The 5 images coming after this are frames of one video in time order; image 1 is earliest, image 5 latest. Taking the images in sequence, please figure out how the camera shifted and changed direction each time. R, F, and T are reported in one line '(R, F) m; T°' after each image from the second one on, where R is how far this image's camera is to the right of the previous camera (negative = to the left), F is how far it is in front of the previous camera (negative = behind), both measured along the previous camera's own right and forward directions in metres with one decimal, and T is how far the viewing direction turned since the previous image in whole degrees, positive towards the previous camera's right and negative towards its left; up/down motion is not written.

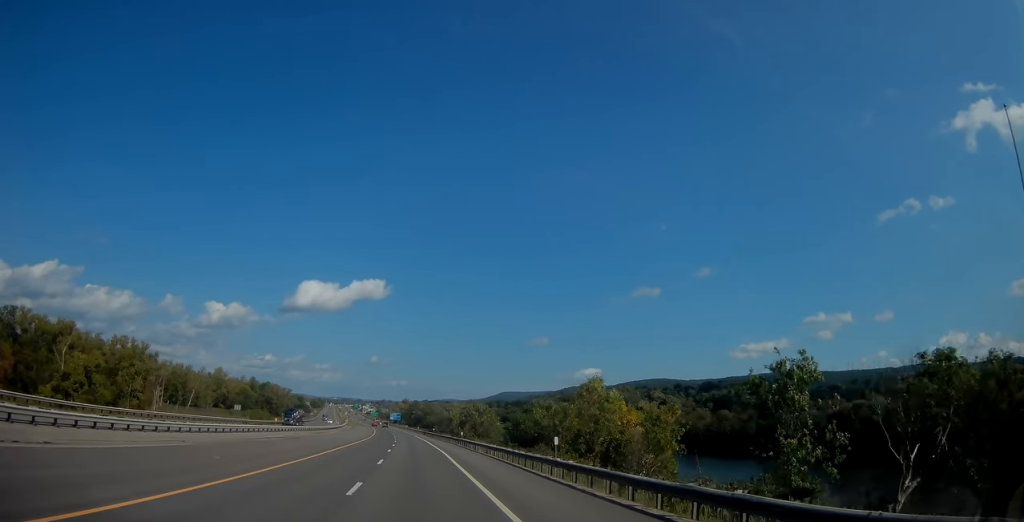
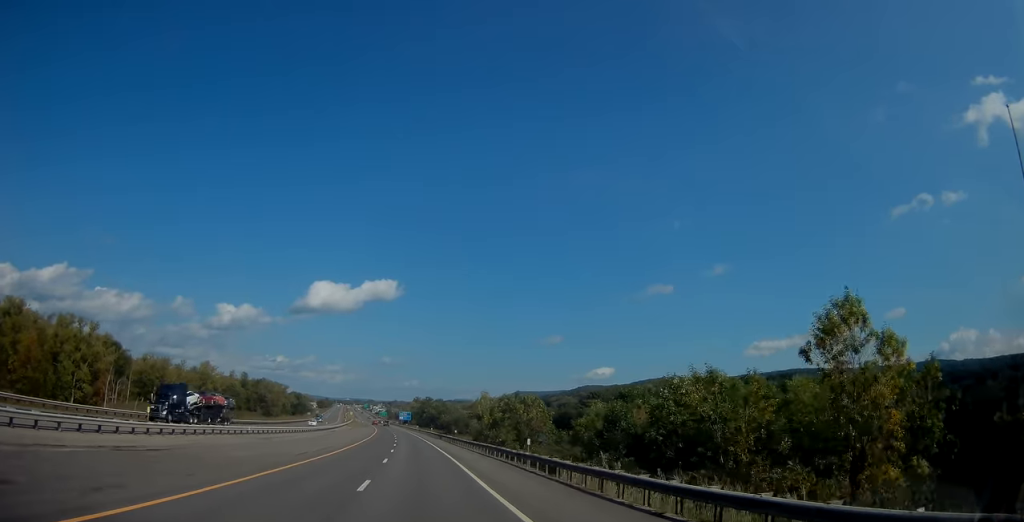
(-0.7, +34.6) m; -2°
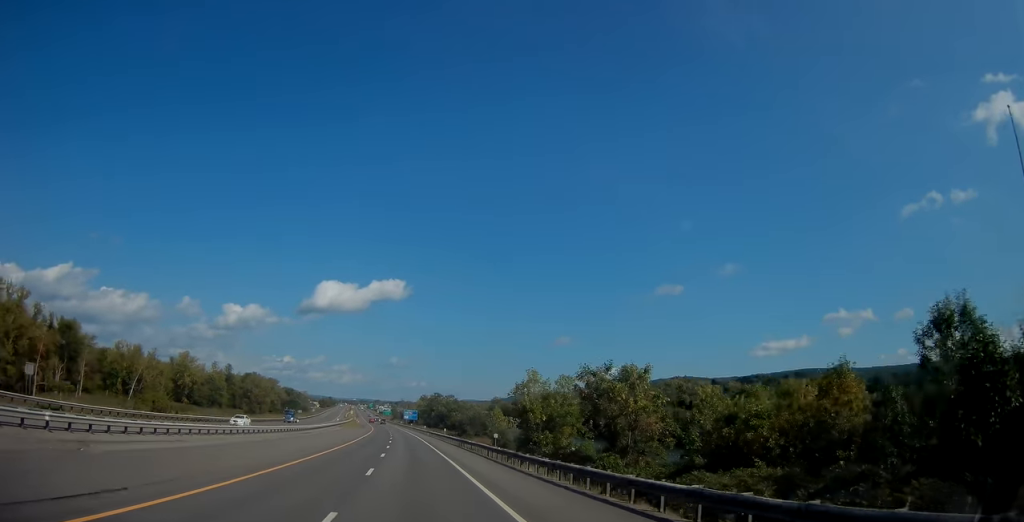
(-0.4, +31.8) m; -1°
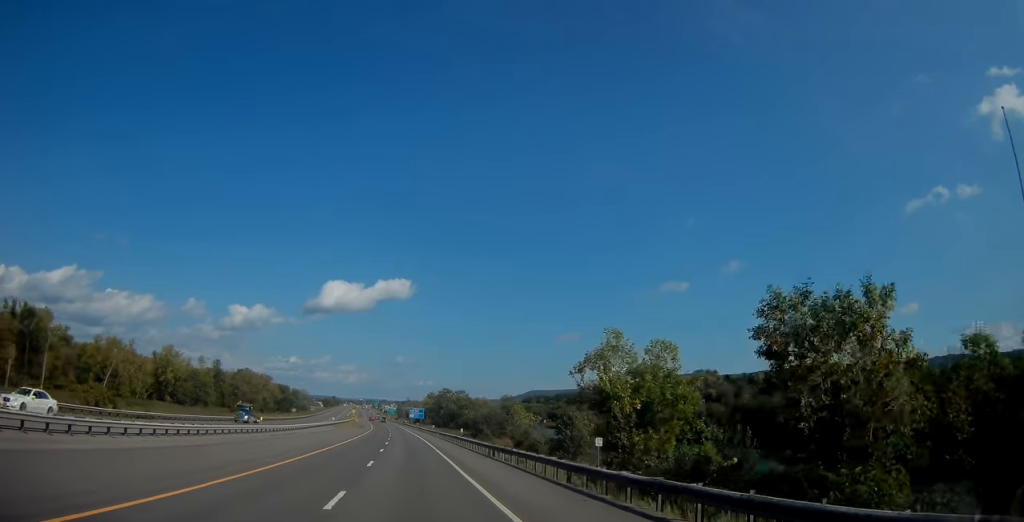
(0.0, +21.2) m; 0°
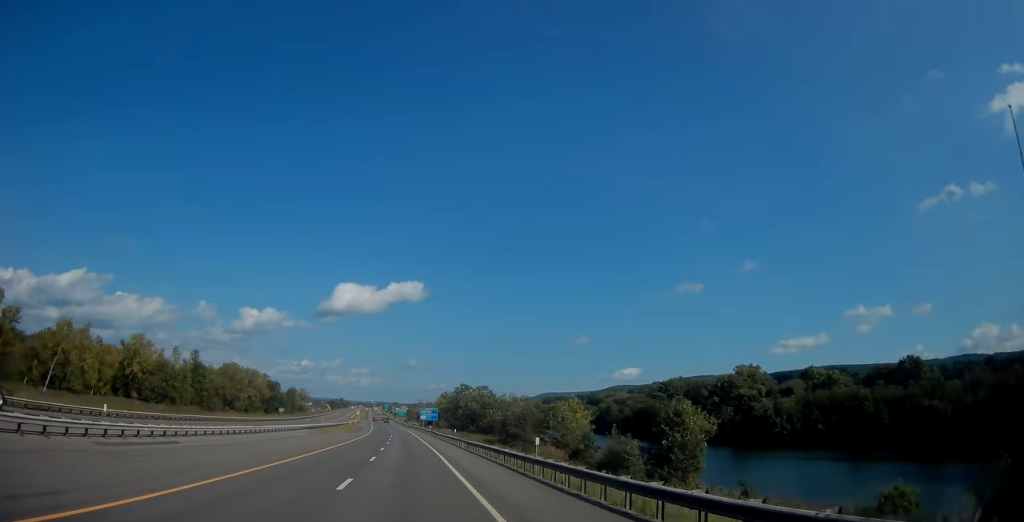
(-0.1, +32.7) m; -1°
